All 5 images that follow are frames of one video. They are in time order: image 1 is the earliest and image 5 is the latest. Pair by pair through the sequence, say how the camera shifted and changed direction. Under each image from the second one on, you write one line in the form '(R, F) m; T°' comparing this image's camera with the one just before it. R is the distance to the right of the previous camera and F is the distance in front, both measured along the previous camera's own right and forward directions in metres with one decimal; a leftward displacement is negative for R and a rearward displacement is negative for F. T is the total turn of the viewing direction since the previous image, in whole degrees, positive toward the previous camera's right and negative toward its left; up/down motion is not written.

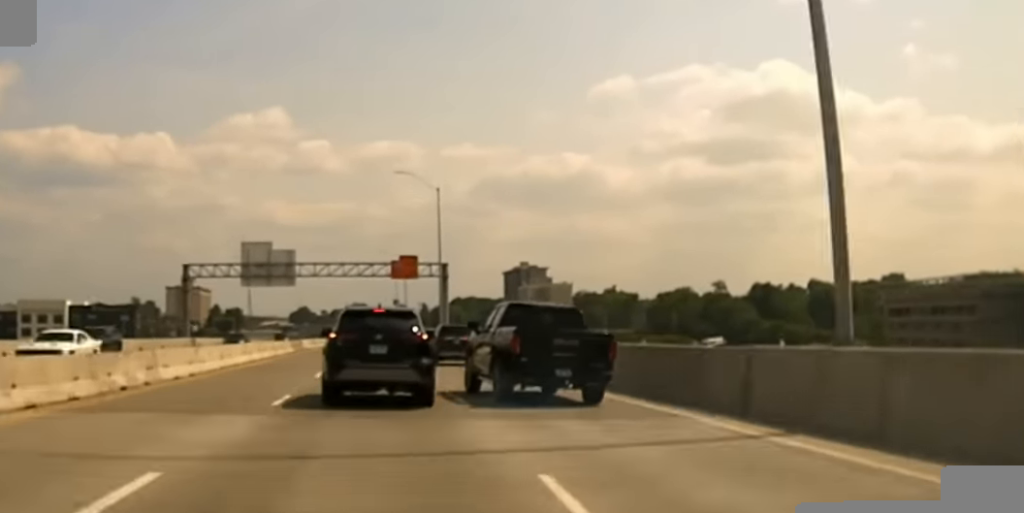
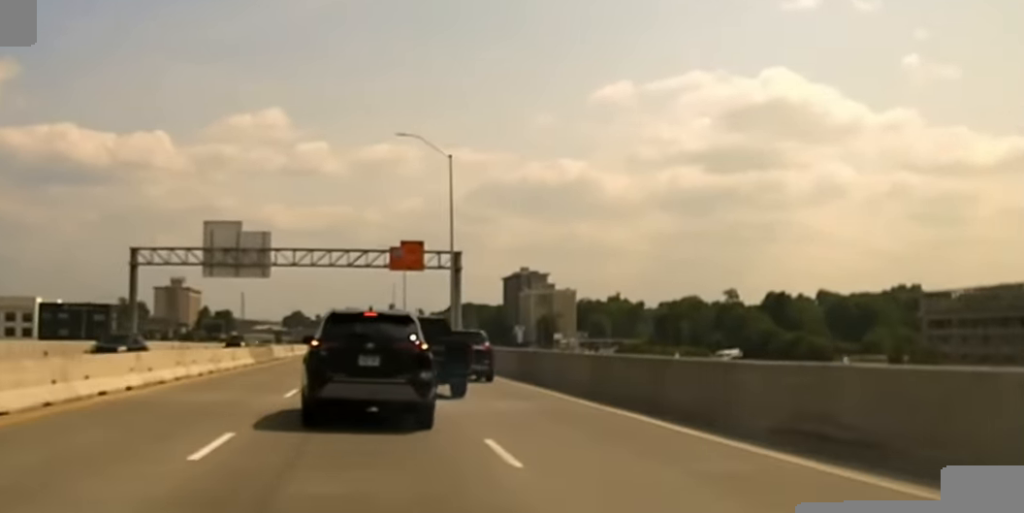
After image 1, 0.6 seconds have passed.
(-0.1, +17.0) m; -2°
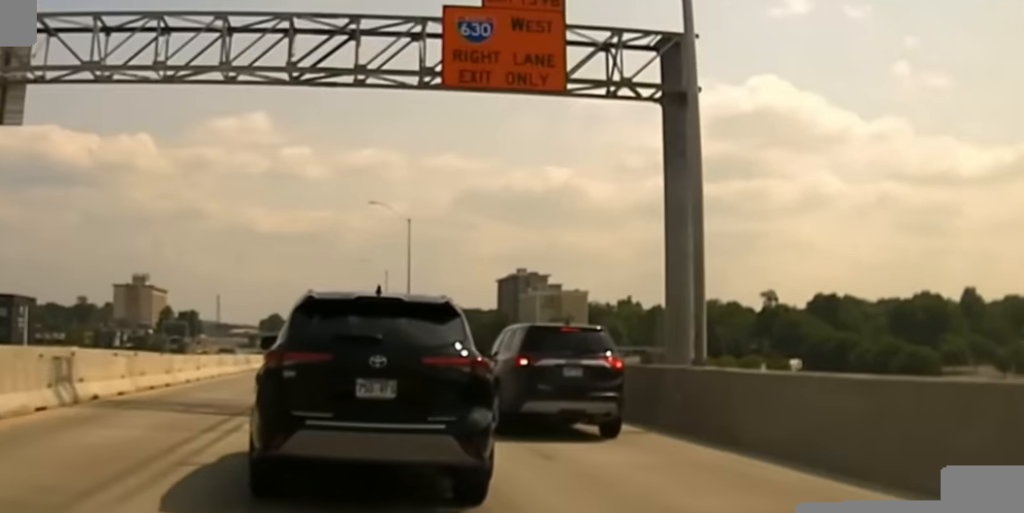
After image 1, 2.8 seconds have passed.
(+0.1, +53.7) m; +1°
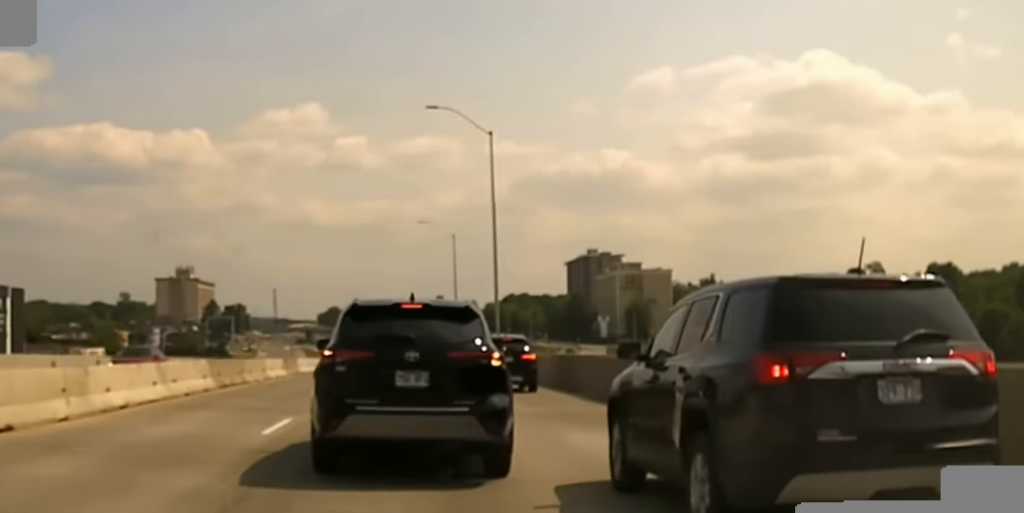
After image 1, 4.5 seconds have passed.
(-1.3, +39.7) m; -2°
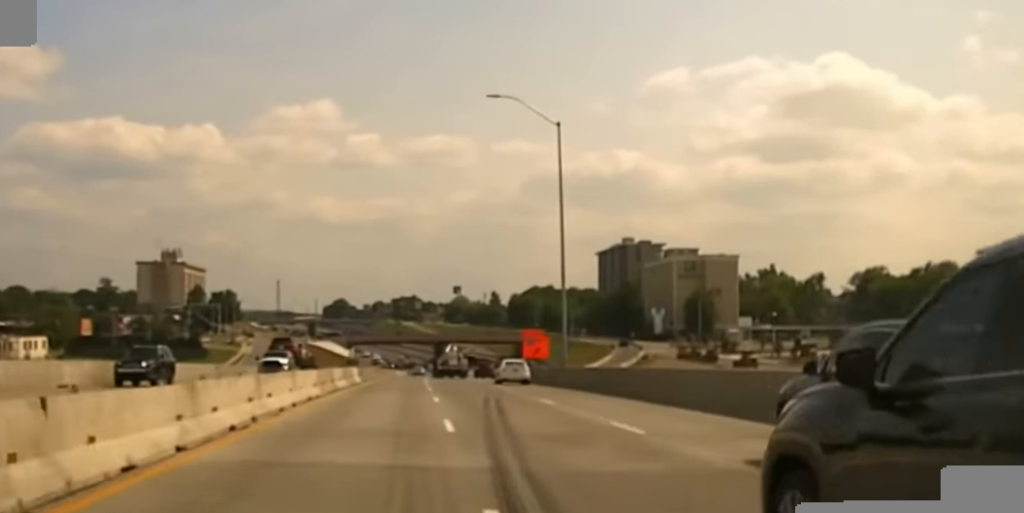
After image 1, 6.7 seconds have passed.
(+0.6, +62.7) m; +1°
